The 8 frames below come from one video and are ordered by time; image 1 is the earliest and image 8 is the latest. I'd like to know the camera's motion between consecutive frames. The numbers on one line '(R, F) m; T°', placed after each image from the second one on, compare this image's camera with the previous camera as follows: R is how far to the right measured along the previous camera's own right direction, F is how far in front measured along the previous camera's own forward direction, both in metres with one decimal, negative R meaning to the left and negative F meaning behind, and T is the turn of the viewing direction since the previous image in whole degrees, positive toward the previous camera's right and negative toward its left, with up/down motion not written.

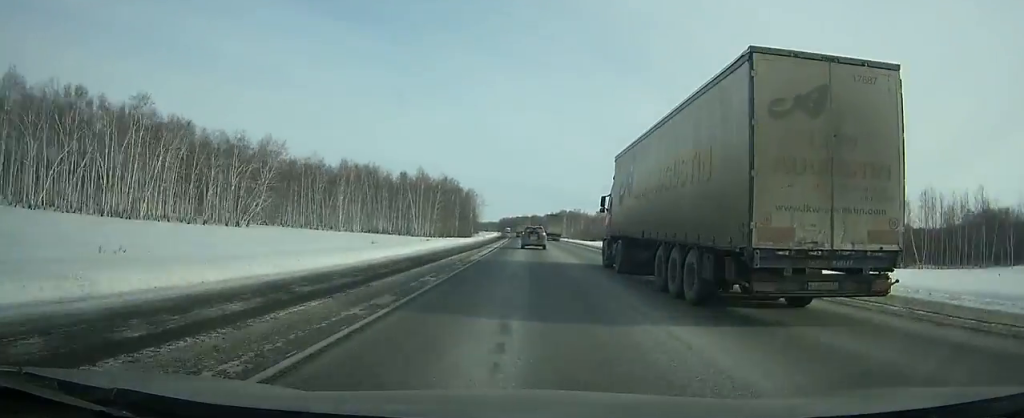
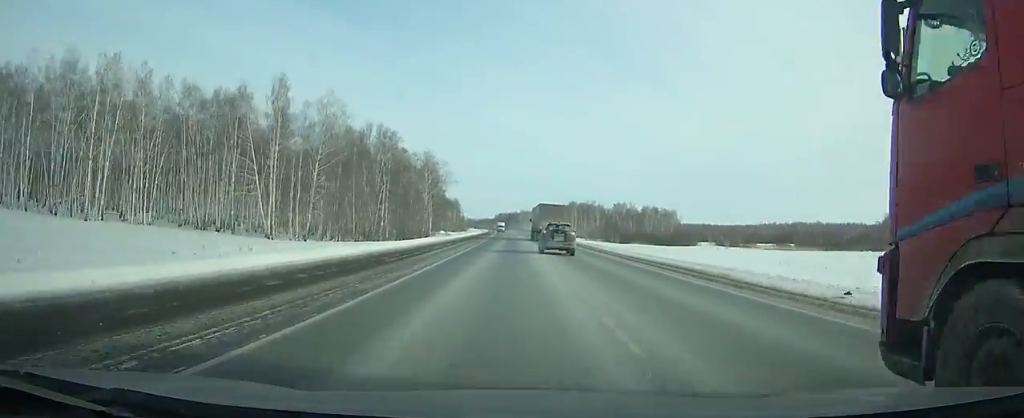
(-0.1, +93.4) m; 0°
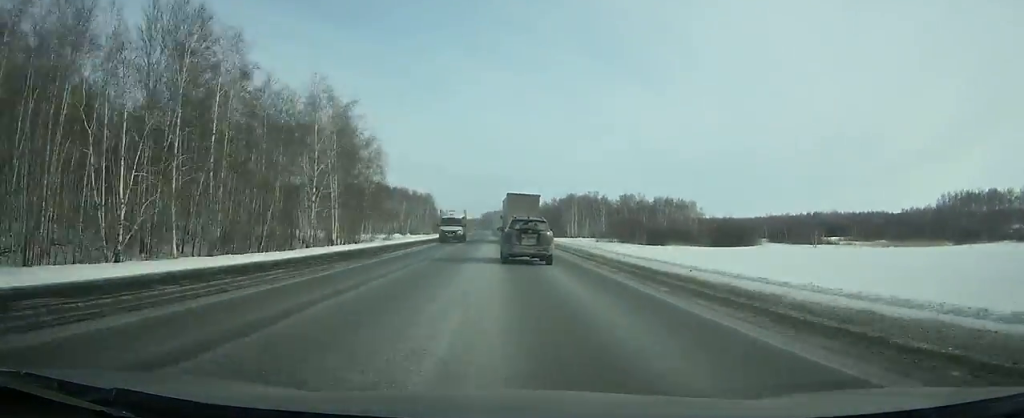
(+0.2, +57.4) m; -1°
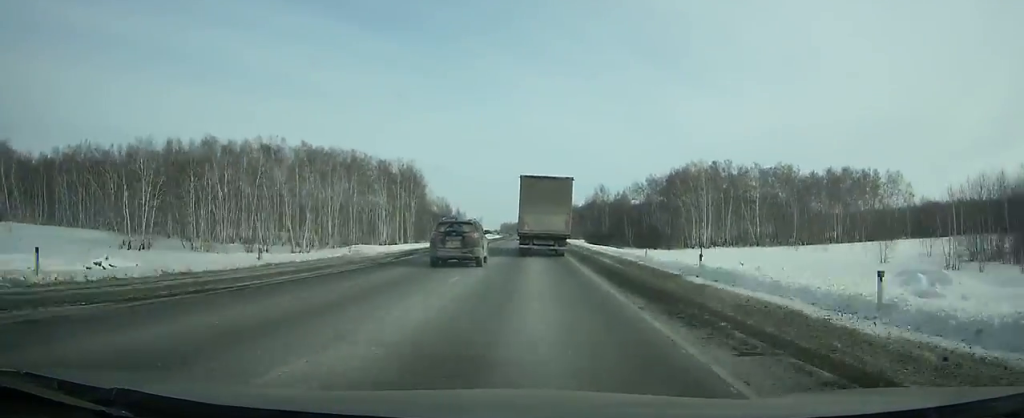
(-4.0, +144.2) m; -3°
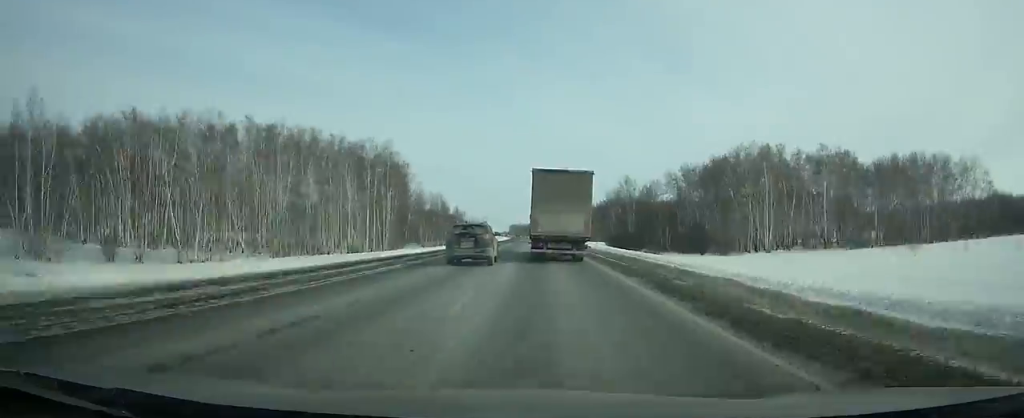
(-0.1, +30.4) m; -1°
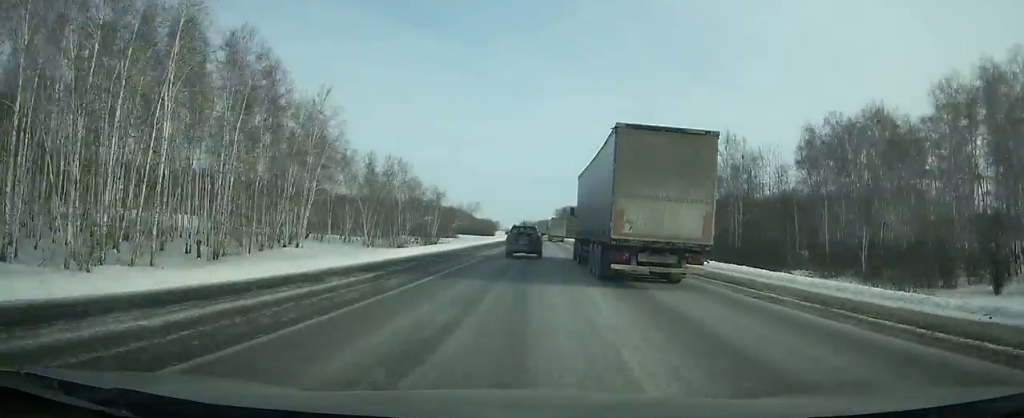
(-0.9, +67.3) m; -1°
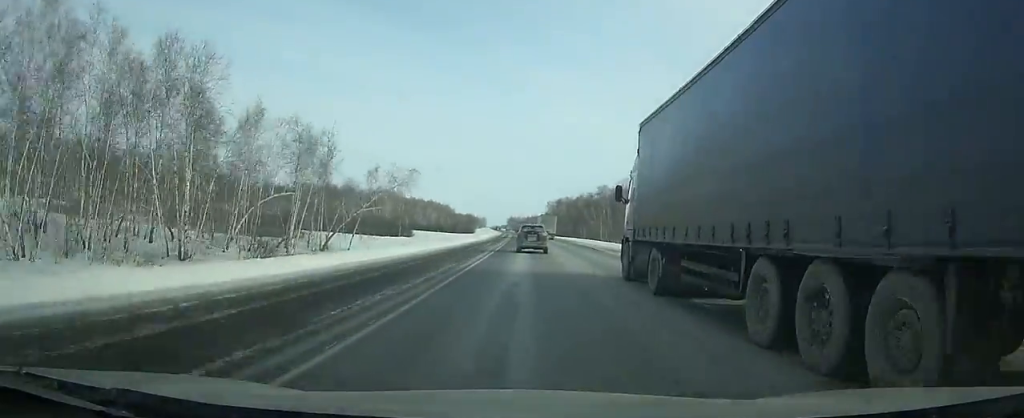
(0.0, +61.8) m; 0°
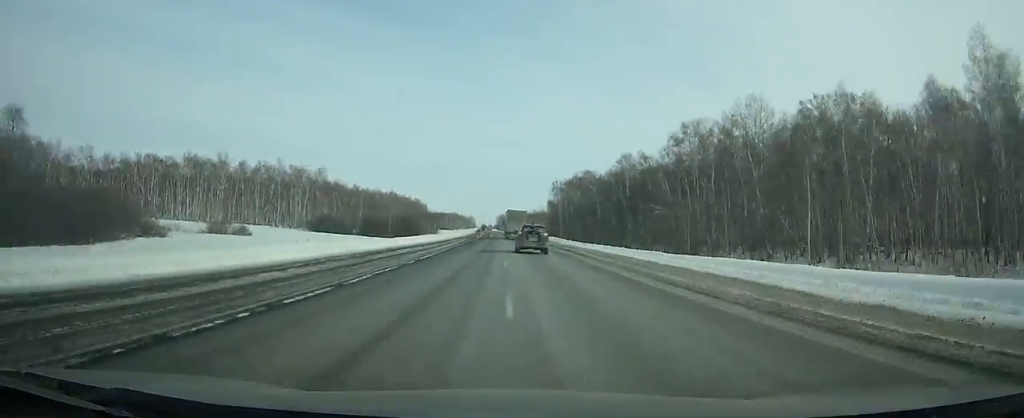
(+0.3, +121.2) m; 0°
